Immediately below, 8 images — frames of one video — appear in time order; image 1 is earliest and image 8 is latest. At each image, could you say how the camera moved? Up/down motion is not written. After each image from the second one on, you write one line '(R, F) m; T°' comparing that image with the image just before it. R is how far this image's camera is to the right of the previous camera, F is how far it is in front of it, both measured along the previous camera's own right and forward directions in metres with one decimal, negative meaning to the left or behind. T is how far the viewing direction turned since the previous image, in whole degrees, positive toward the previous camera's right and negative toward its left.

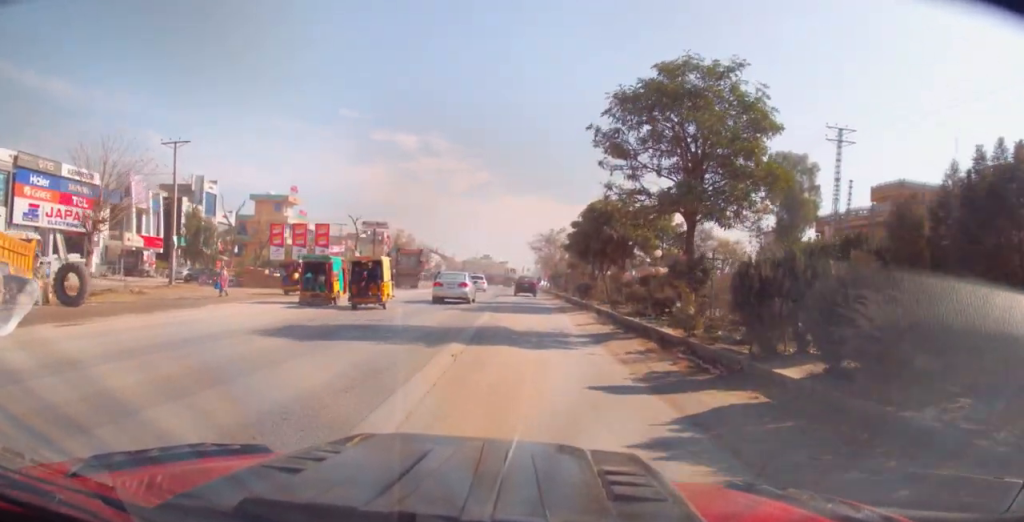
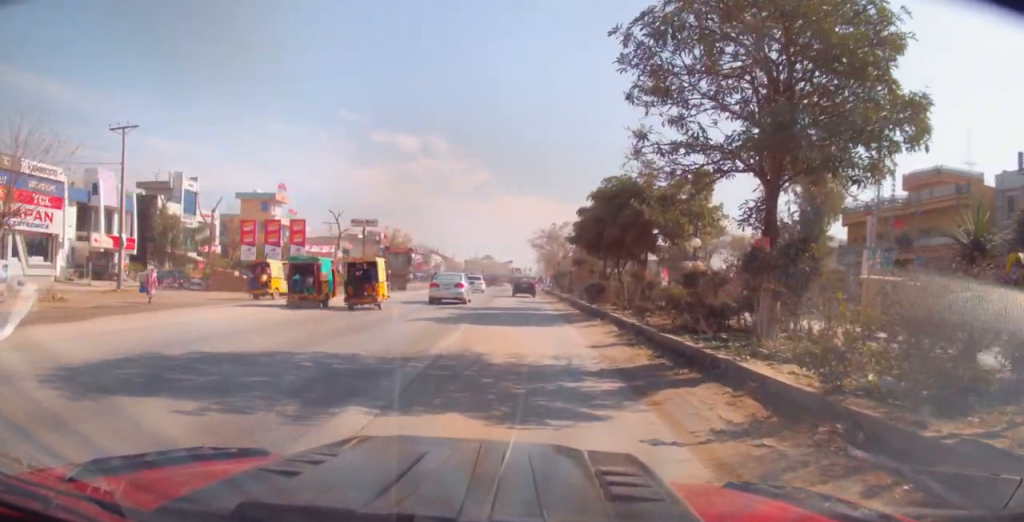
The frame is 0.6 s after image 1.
(-0.3, +6.2) m; 0°
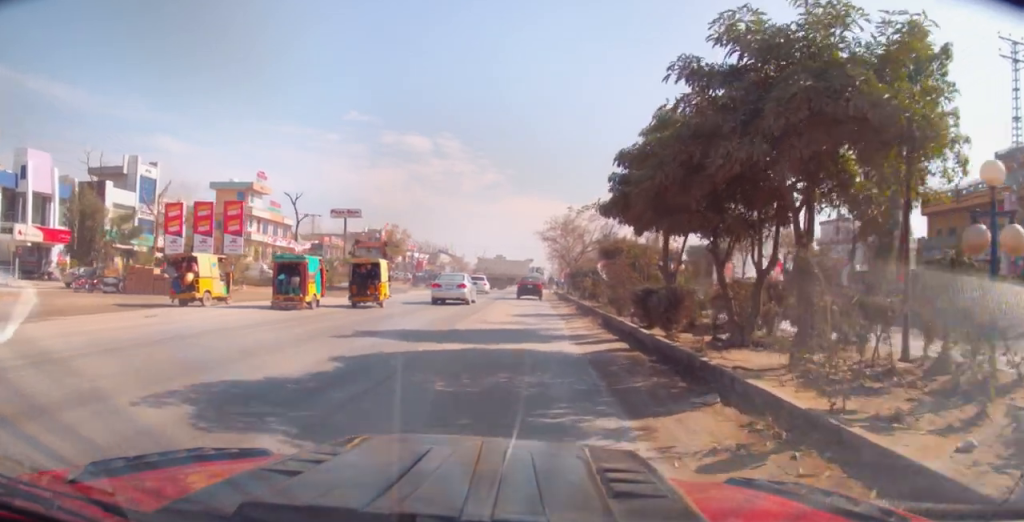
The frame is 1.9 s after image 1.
(+0.3, +12.4) m; -3°
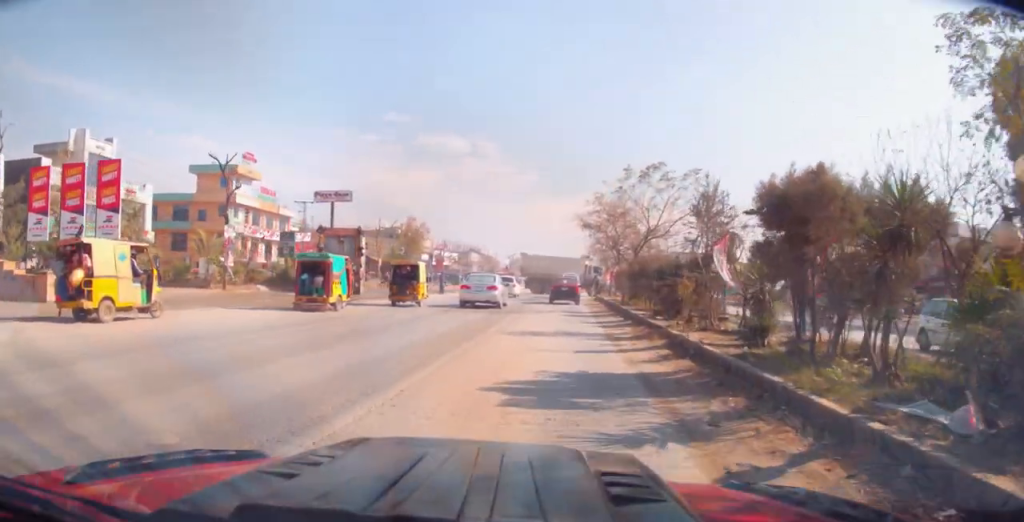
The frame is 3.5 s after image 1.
(-0.5, +14.5) m; -2°
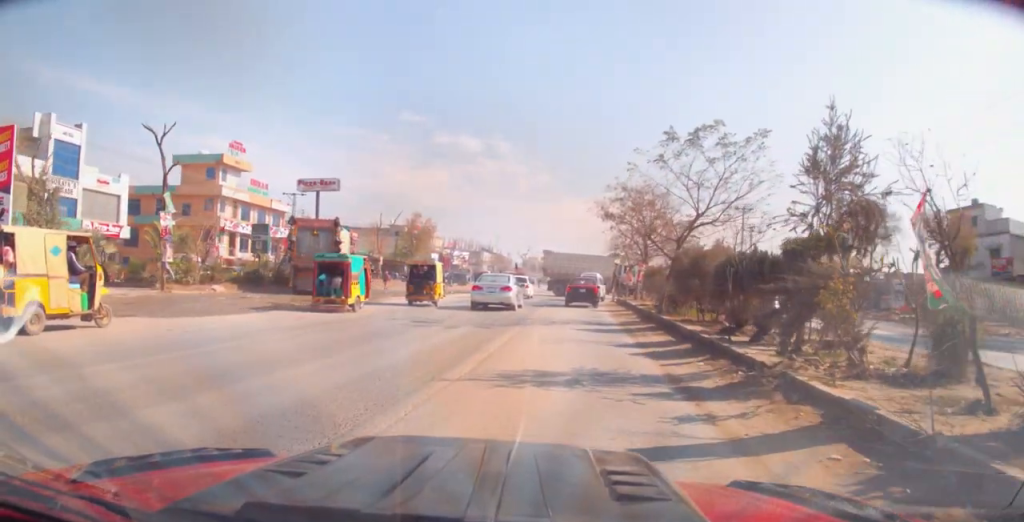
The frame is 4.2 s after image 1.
(0.0, +6.5) m; -2°
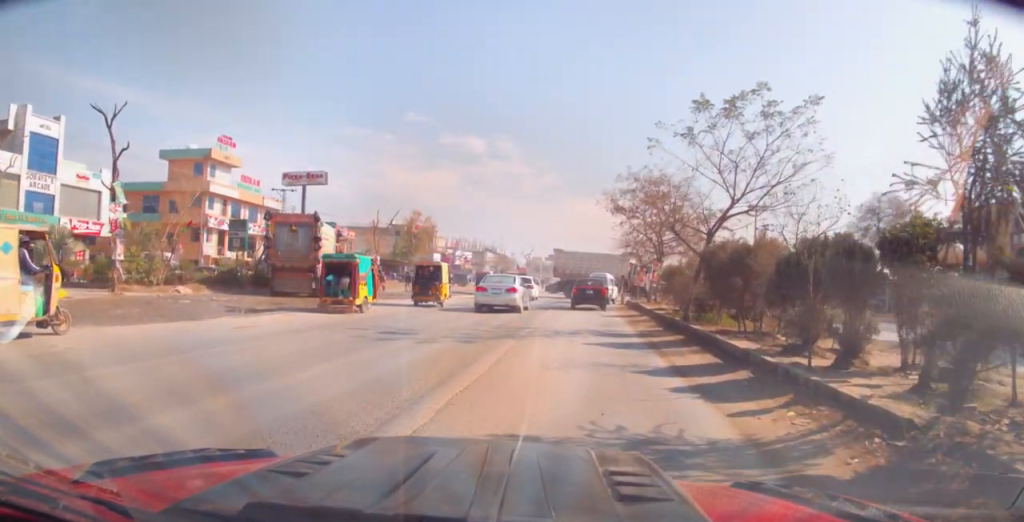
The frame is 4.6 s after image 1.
(-0.1, +3.8) m; -2°
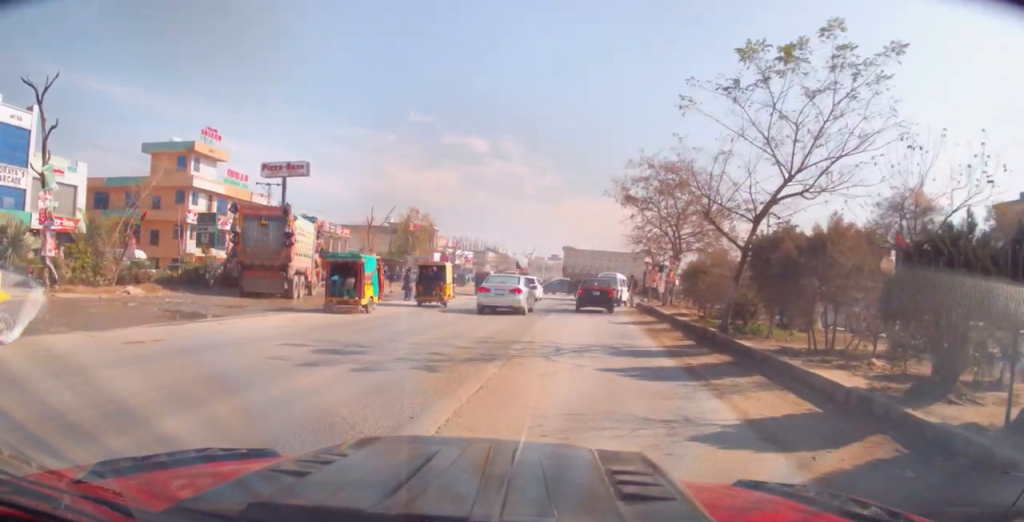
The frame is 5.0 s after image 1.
(-0.1, +3.8) m; -1°
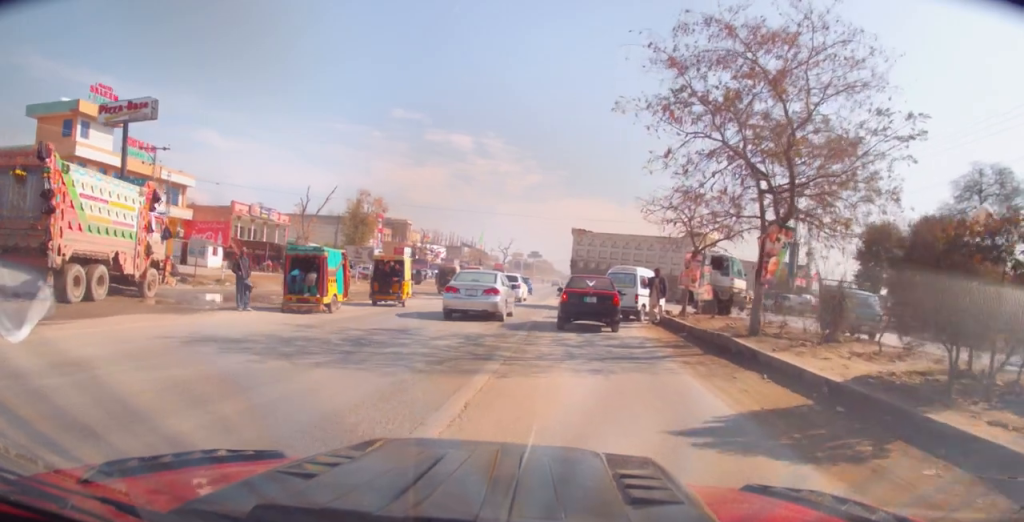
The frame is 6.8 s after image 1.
(-0.1, +14.8) m; +3°
